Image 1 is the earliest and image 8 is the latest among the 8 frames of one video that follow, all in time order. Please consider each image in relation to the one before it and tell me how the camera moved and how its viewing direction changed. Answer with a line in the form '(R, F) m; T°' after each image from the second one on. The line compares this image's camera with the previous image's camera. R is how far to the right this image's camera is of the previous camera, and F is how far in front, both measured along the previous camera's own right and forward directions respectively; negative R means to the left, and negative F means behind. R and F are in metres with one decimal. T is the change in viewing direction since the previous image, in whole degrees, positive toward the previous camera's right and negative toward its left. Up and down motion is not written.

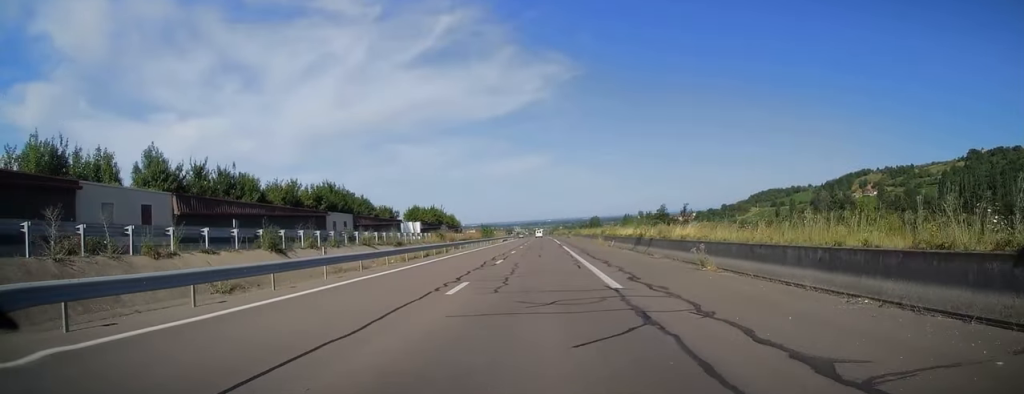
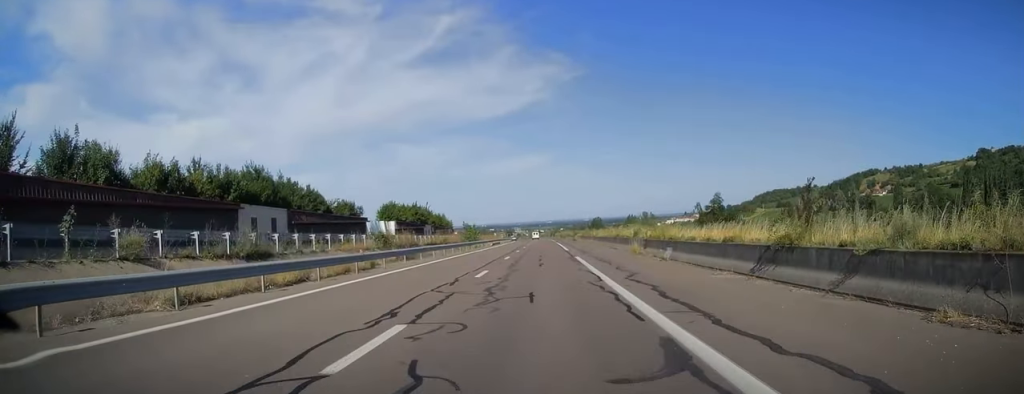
(0.0, +20.6) m; 0°
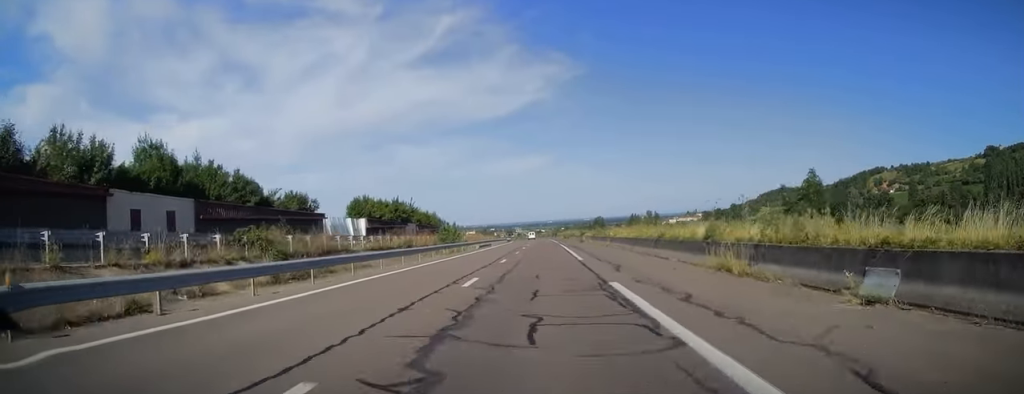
(0.0, +16.6) m; 0°
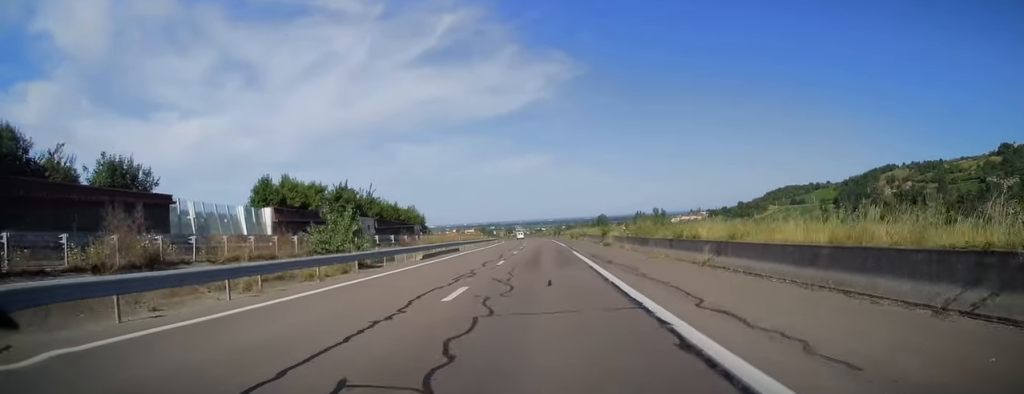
(0.0, +29.4) m; 0°
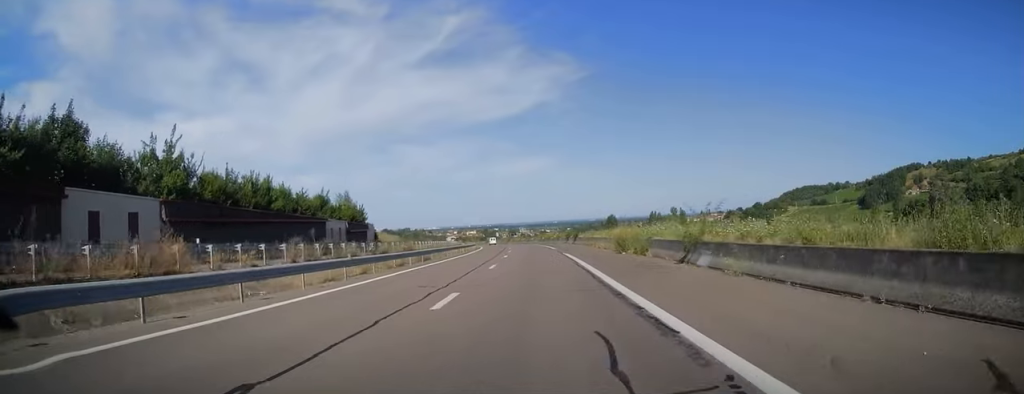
(-0.6, +52.9) m; -1°
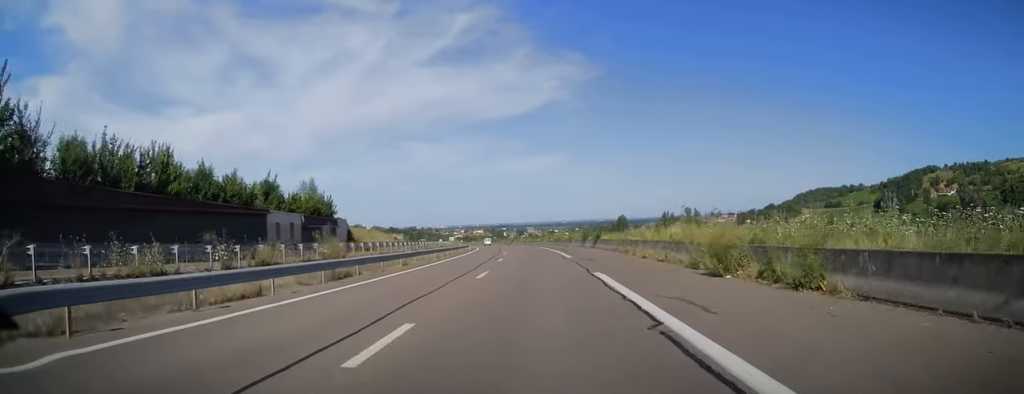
(-0.1, +18.1) m; -1°
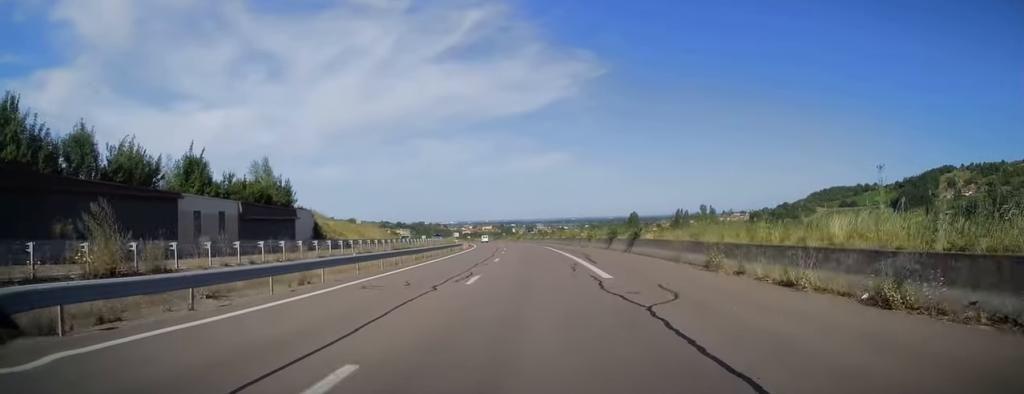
(0.0, +16.1) m; 0°
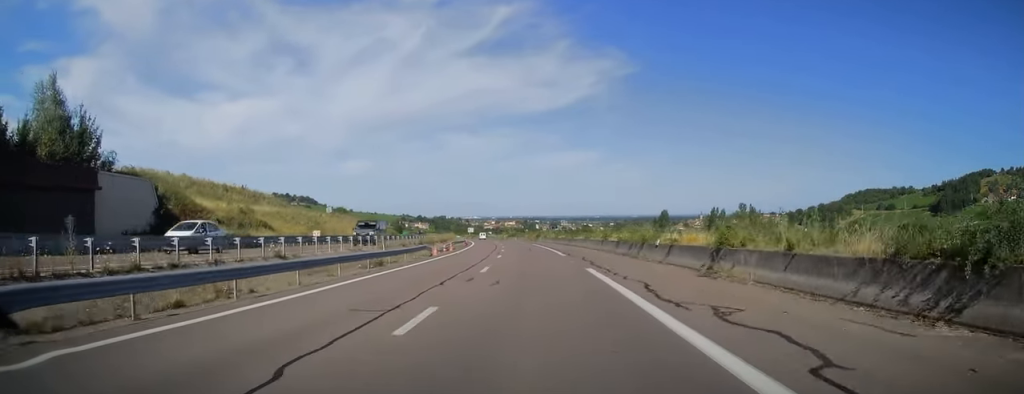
(-0.4, +34.3) m; -2°
